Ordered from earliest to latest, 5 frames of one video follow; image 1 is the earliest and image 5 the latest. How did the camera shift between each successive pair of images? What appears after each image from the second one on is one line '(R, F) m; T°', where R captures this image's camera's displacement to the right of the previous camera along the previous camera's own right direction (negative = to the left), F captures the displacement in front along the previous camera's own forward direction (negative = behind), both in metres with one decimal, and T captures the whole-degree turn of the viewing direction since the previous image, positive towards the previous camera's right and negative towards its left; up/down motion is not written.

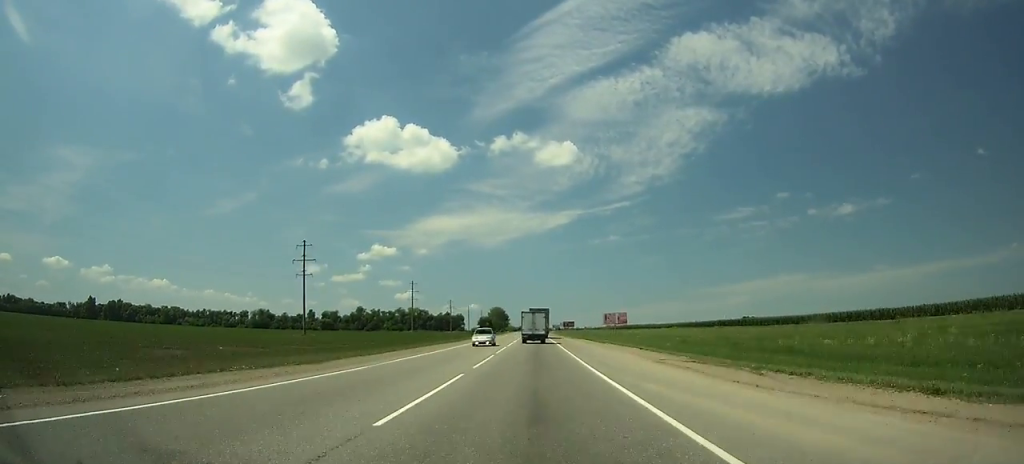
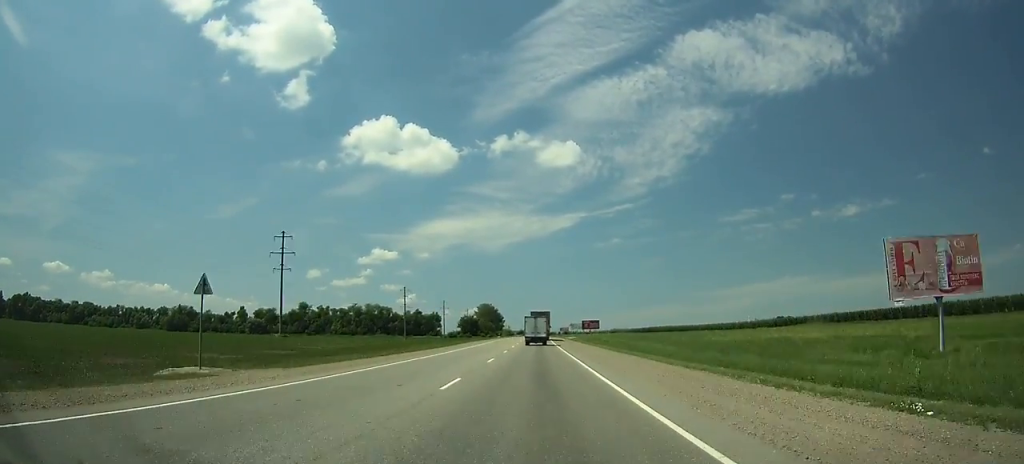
(+0.2, +120.1) m; 0°
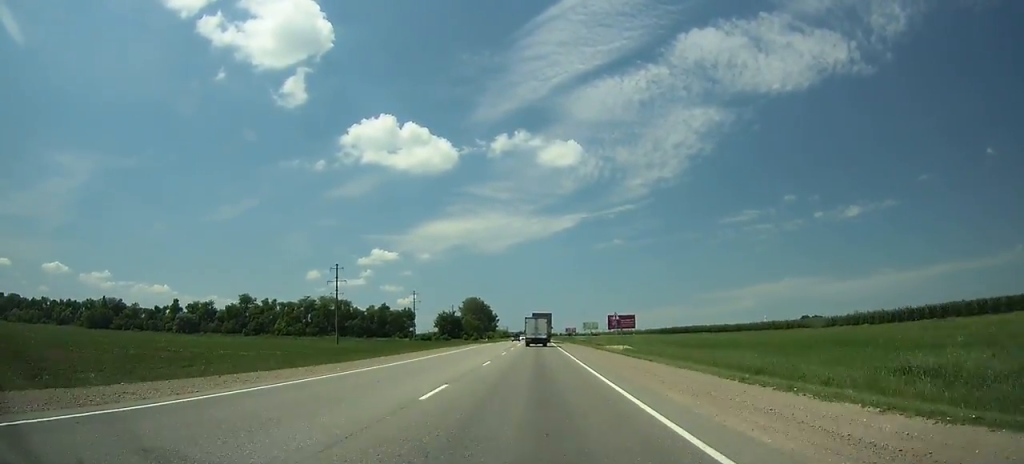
(-0.3, +72.9) m; 0°
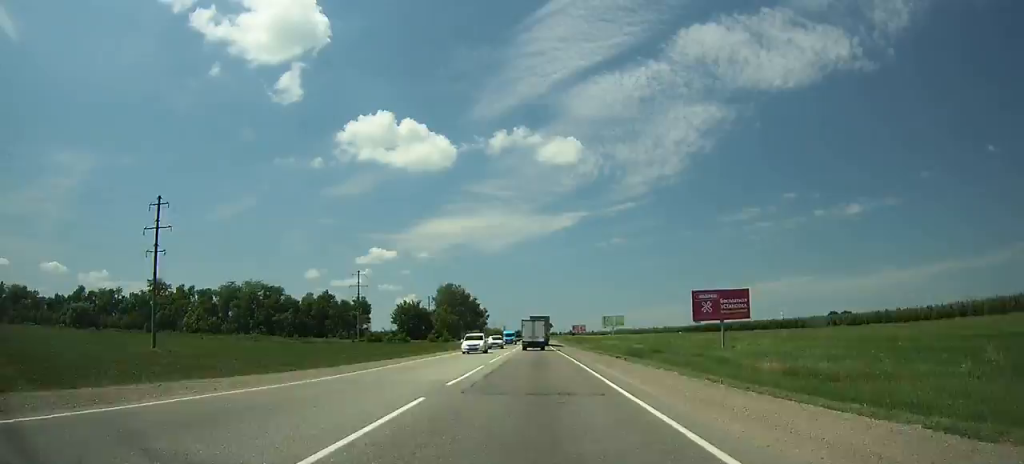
(0.0, +71.2) m; 0°
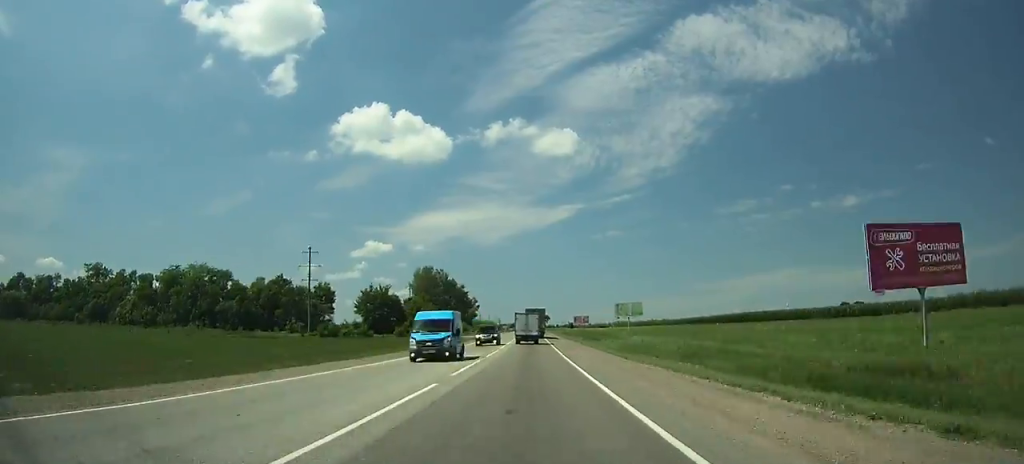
(0.0, +32.4) m; 0°
